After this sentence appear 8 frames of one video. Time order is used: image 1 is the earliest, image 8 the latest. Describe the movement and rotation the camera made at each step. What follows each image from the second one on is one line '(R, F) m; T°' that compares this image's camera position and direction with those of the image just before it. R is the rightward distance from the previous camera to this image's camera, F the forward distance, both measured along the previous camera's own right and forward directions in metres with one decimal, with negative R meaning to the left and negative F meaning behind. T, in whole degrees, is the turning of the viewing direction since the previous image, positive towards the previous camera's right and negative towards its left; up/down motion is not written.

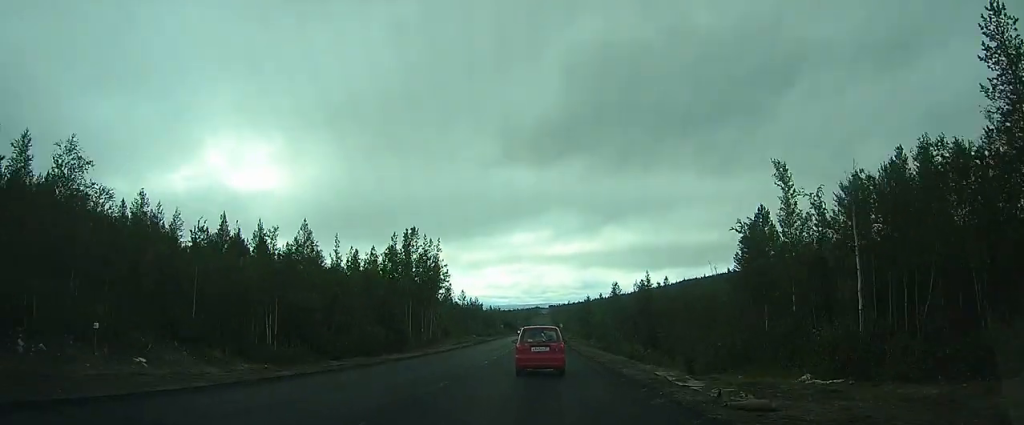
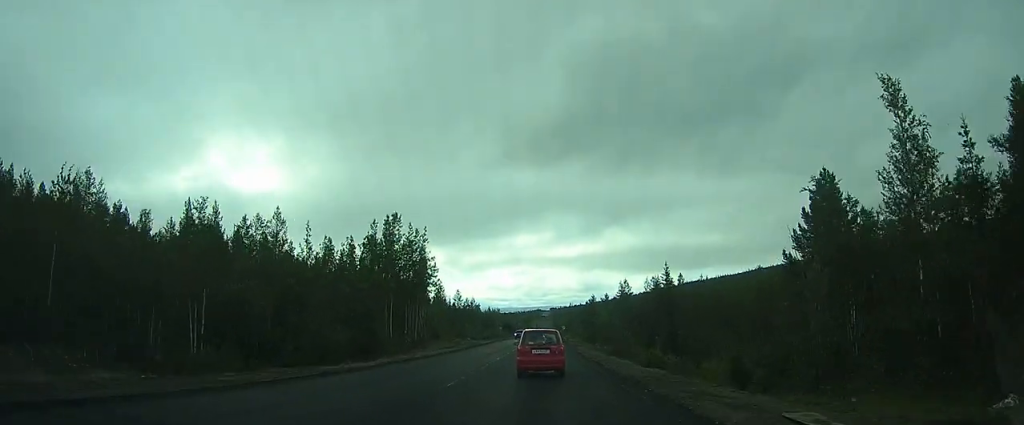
(-0.1, +9.8) m; 0°
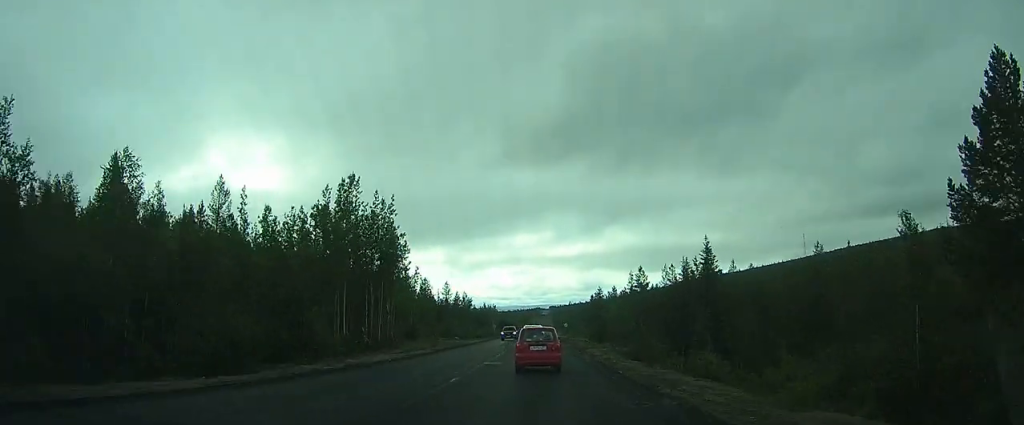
(-0.1, +14.6) m; 0°
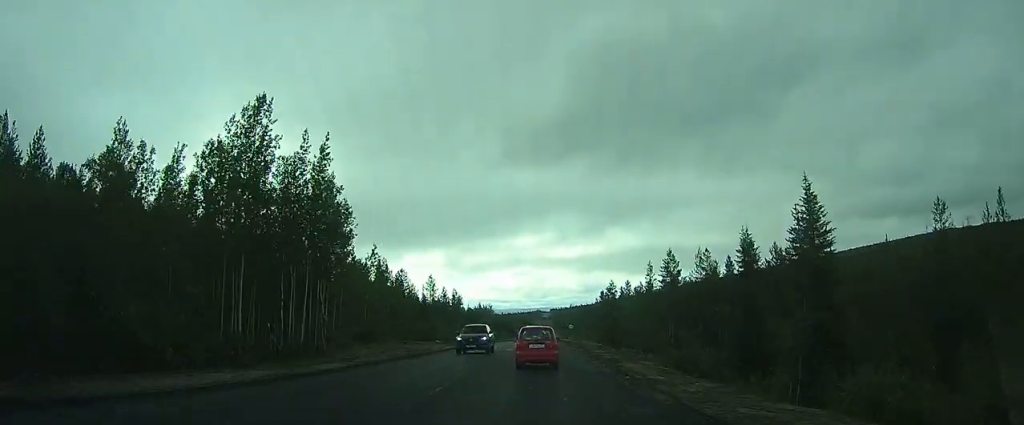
(-0.1, +16.9) m; -1°
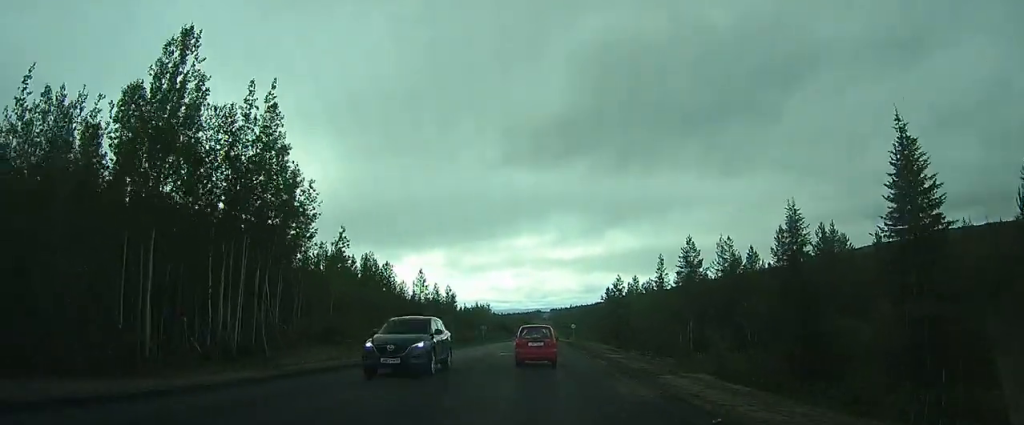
(0.0, +7.9) m; 0°
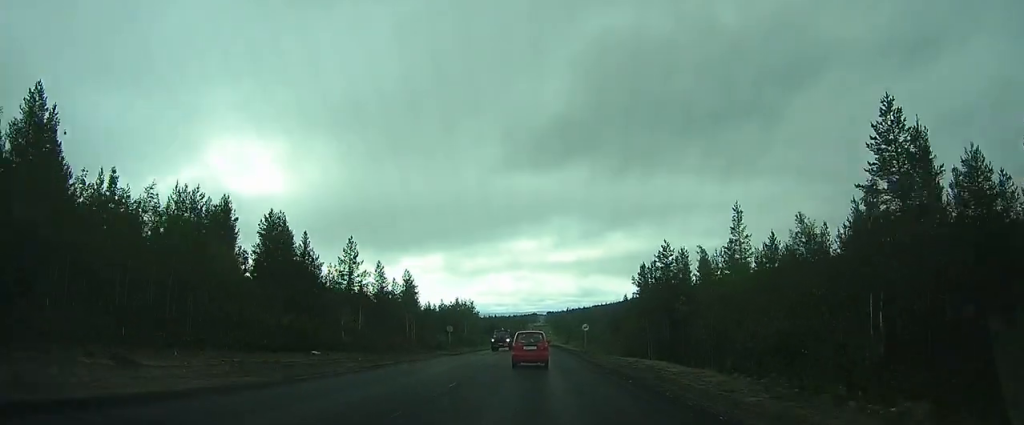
(-0.2, +31.7) m; -1°
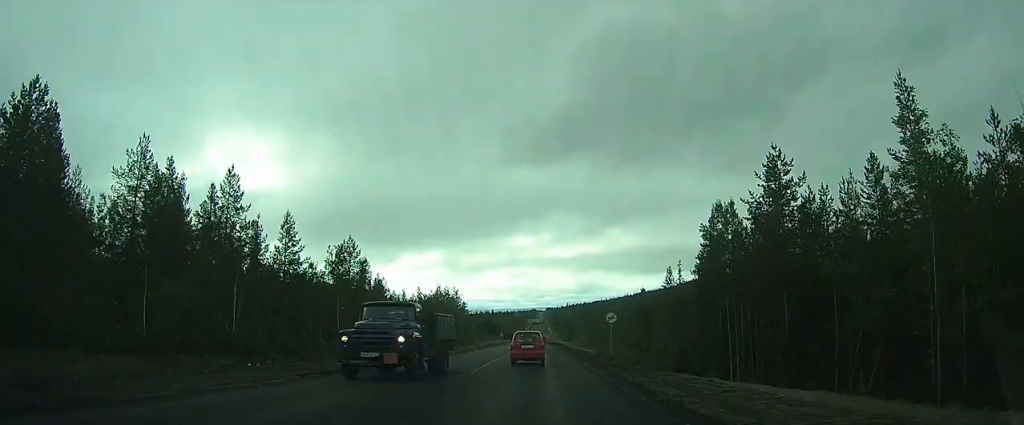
(+0.1, +23.6) m; 0°
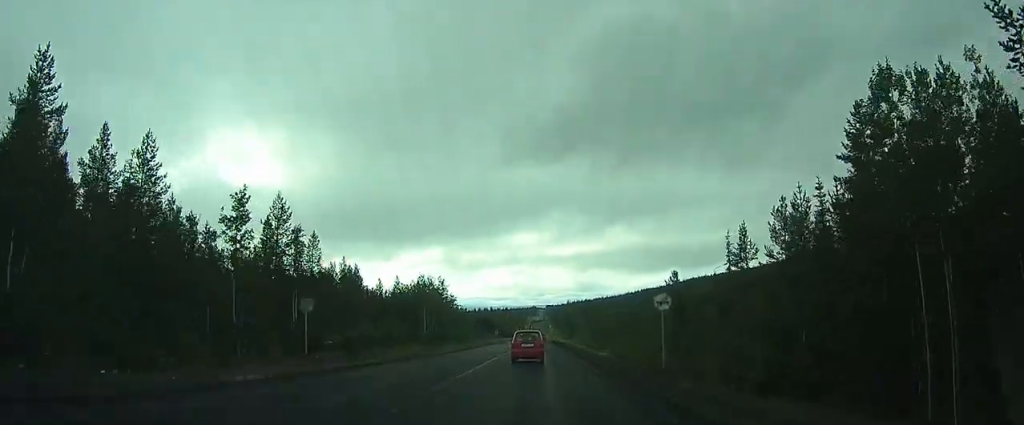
(+0.1, +16.4) m; 0°
